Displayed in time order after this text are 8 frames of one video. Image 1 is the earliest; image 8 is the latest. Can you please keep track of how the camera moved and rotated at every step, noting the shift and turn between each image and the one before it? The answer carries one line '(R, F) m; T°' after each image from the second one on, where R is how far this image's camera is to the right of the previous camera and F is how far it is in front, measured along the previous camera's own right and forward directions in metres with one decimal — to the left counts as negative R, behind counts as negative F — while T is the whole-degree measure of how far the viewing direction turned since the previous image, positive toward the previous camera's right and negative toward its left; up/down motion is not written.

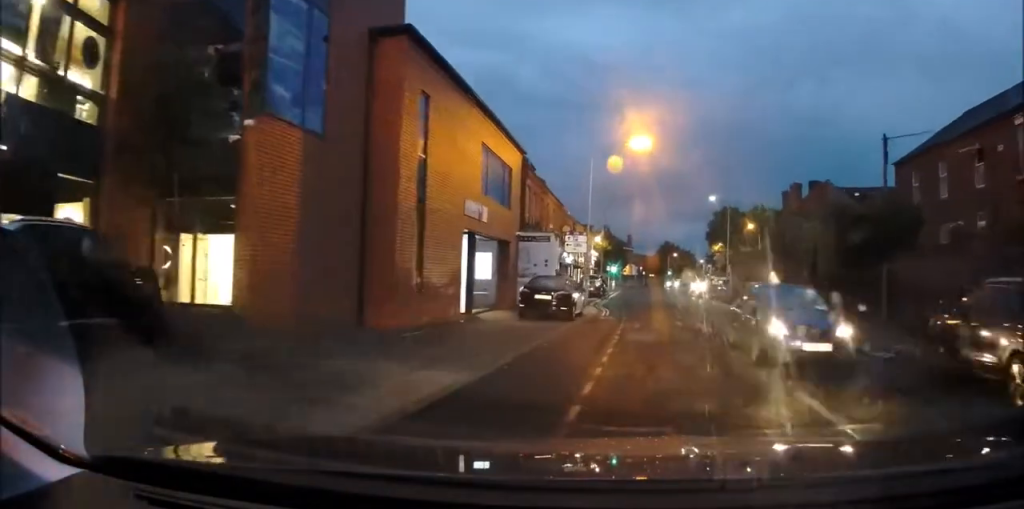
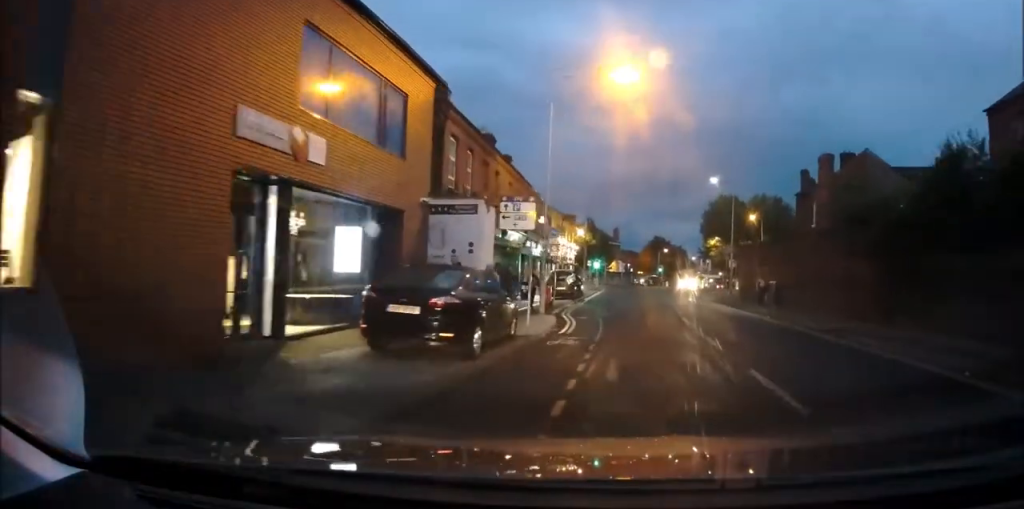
(0.0, +10.0) m; +1°
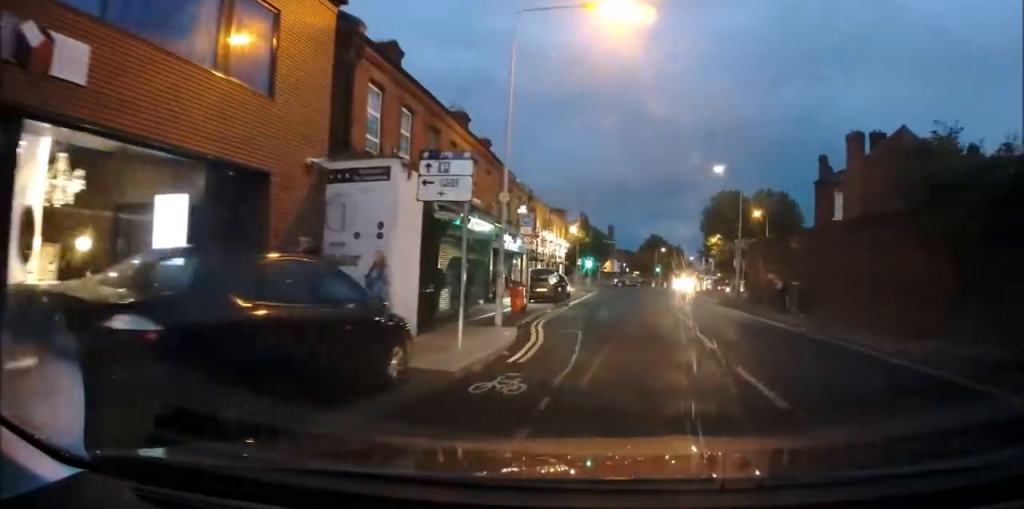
(0.0, +5.6) m; 0°
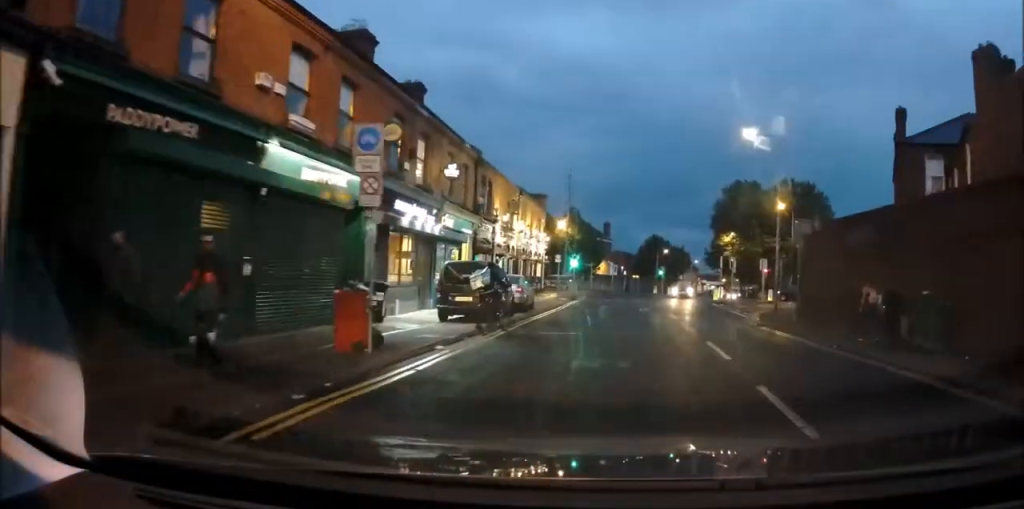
(+0.1, +12.7) m; -1°
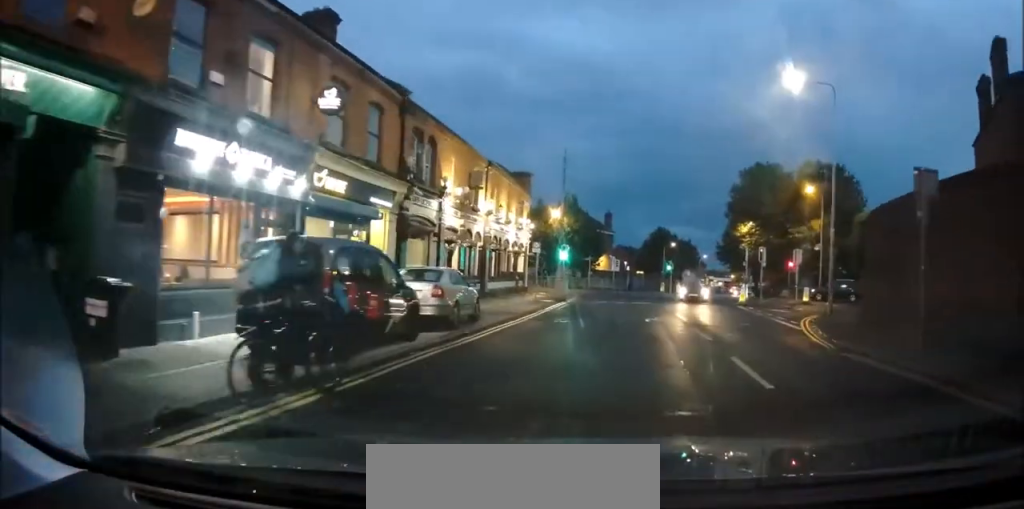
(-0.2, +8.7) m; -2°
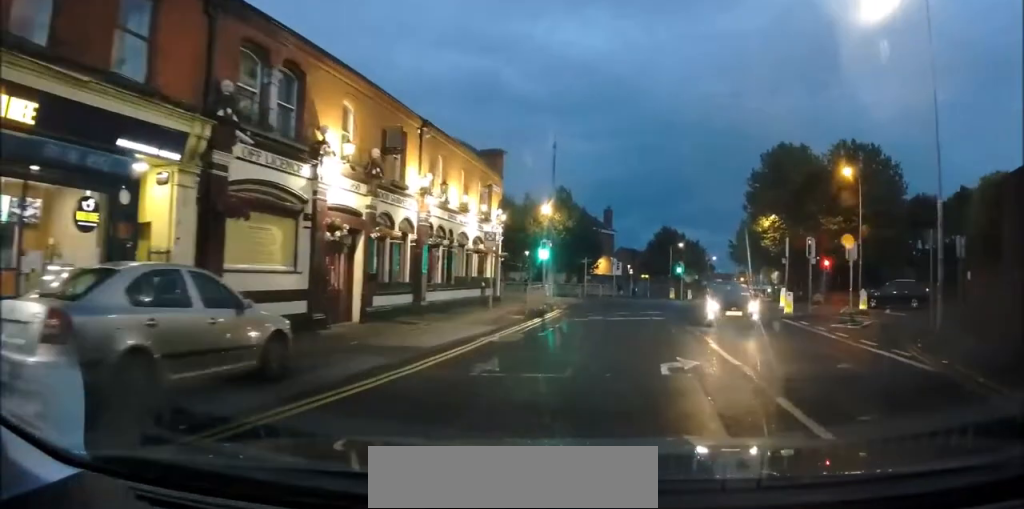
(-0.1, +8.4) m; 0°
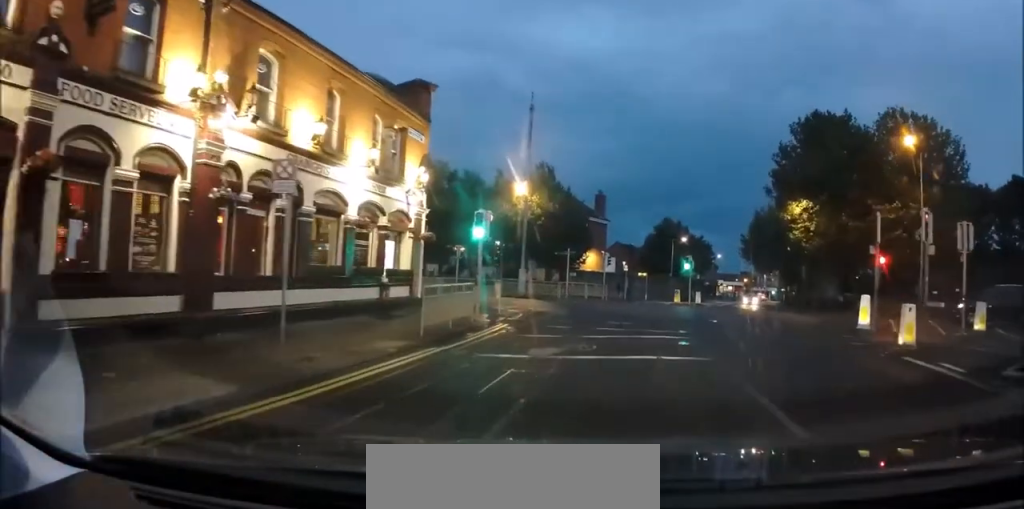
(0.0, +10.0) m; 0°
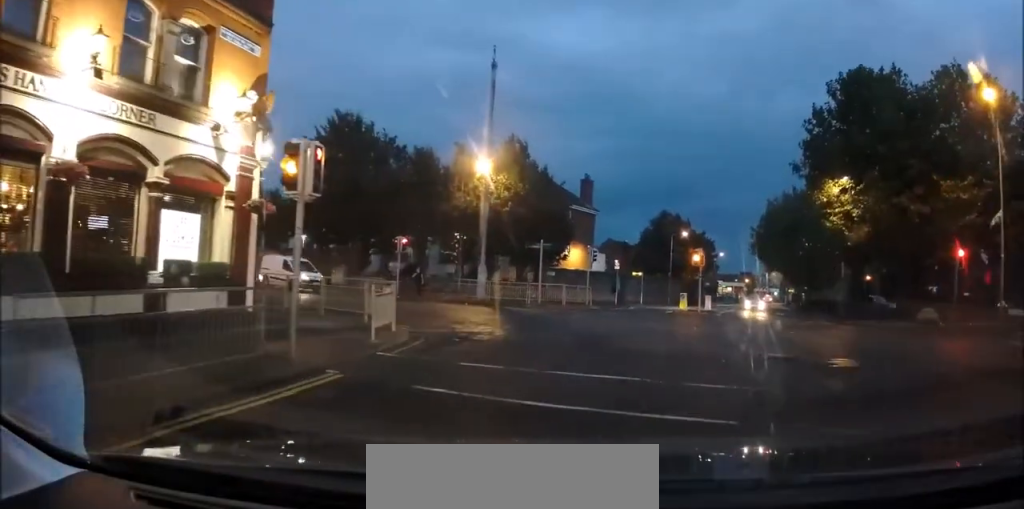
(+0.3, +9.1) m; +9°
